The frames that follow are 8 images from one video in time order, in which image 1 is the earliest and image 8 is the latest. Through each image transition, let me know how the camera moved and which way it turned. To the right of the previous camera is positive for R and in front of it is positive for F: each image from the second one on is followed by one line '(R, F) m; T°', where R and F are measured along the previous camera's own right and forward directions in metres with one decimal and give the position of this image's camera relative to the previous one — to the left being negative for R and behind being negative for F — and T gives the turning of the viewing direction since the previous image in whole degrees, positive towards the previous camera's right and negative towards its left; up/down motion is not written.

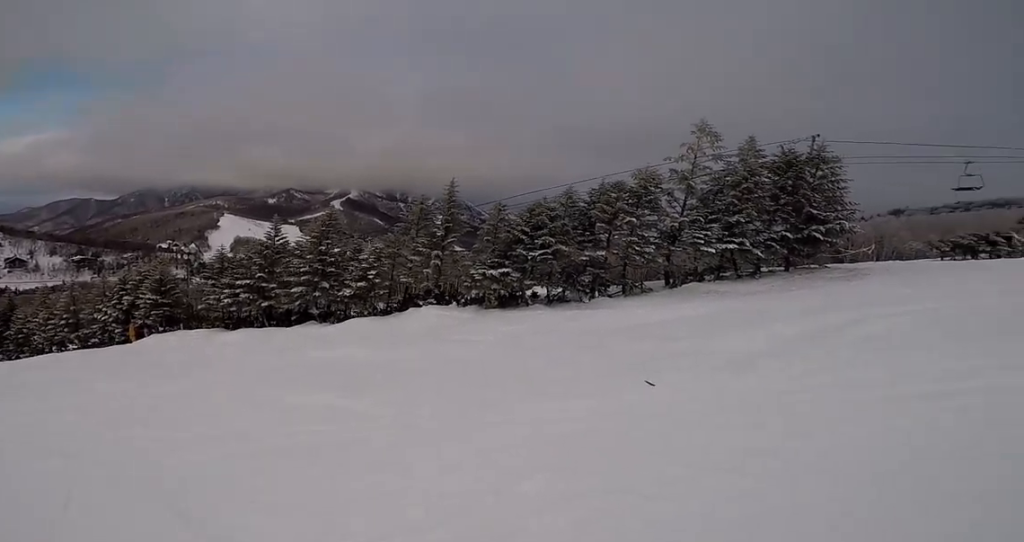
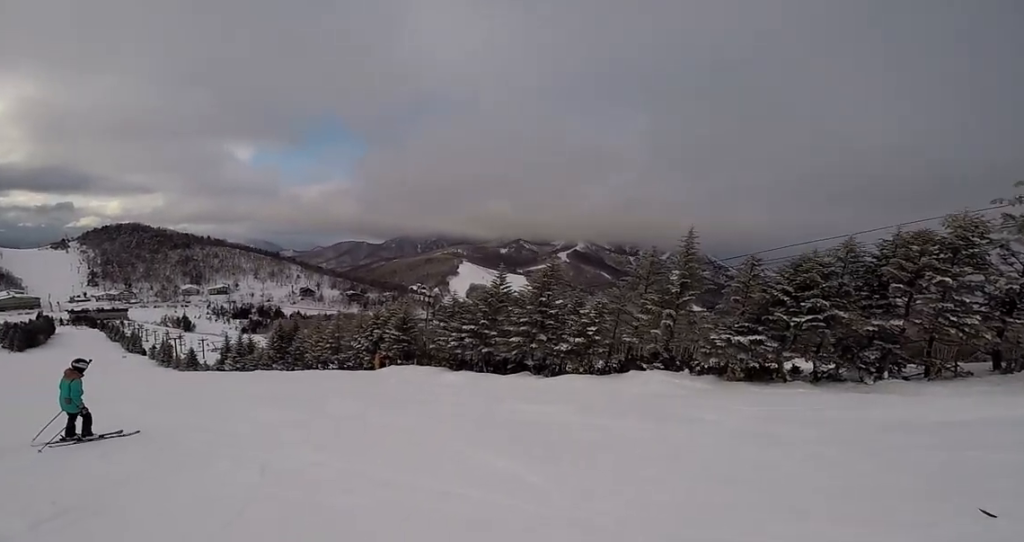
(-0.3, +1.8) m; -19°
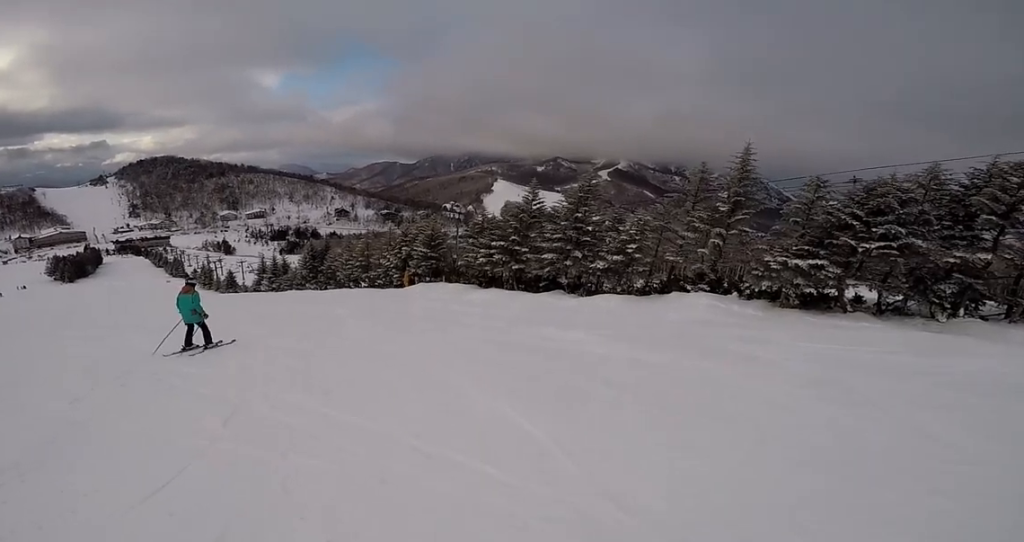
(-0.4, +2.1) m; -25°
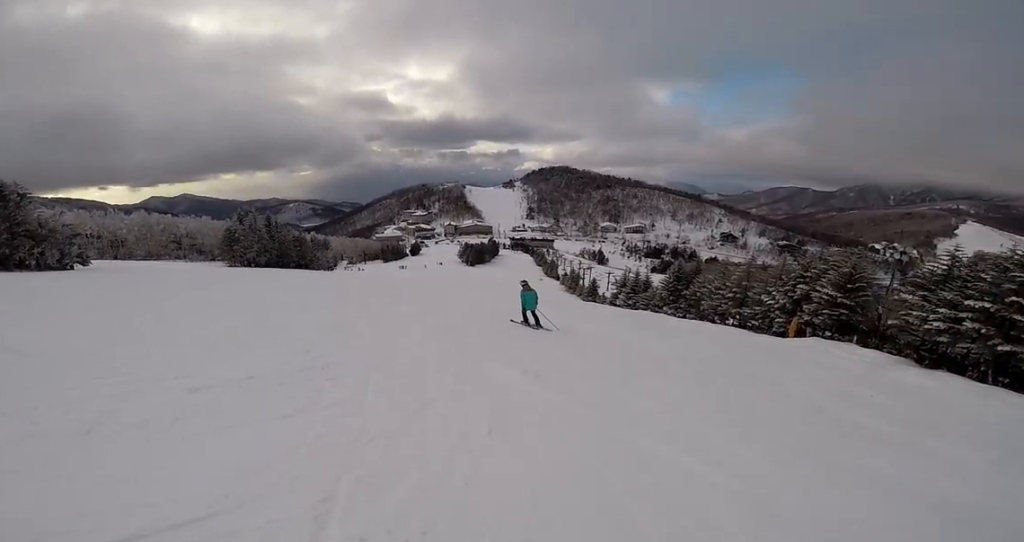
(-1.3, +3.6) m; -39°
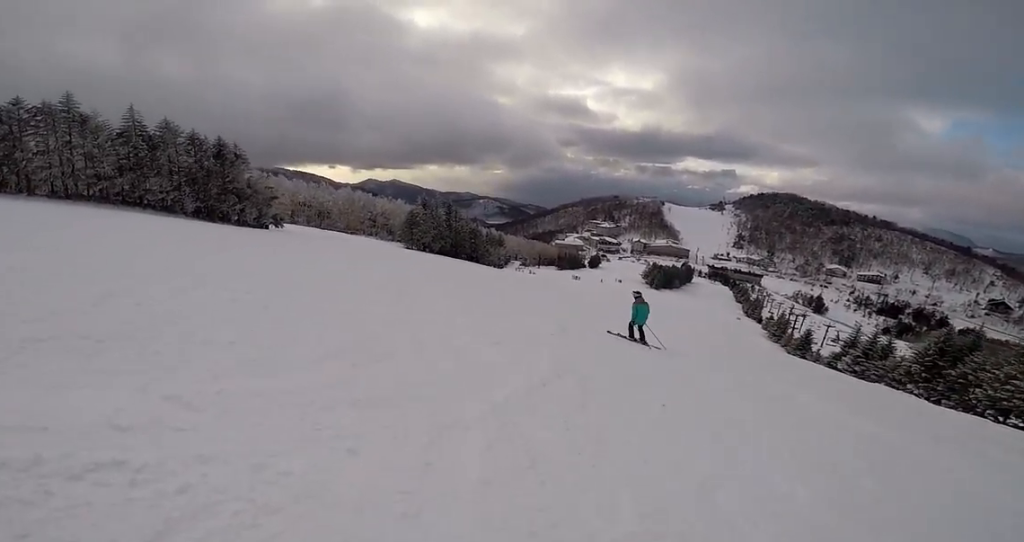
(-0.6, +3.4) m; -12°
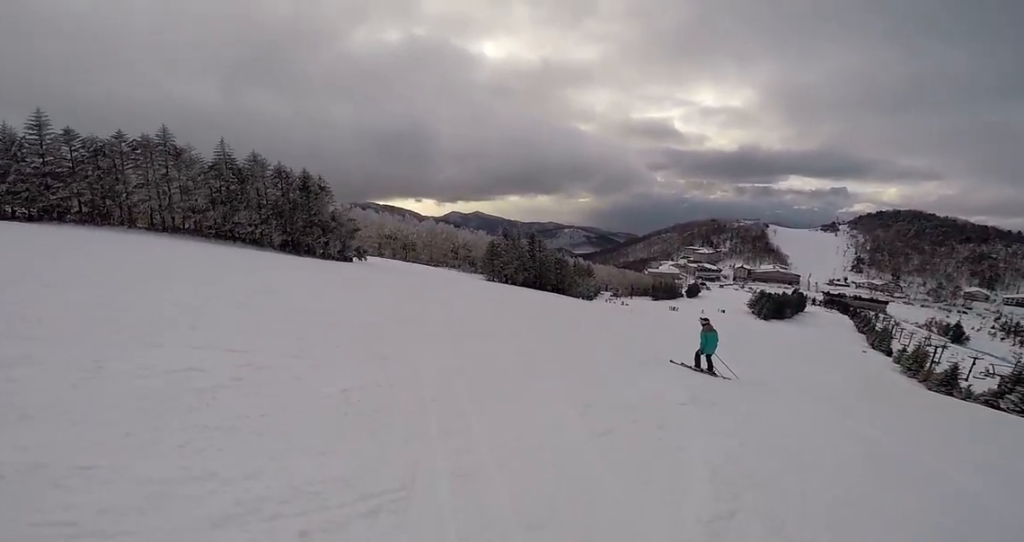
(0.0, +2.2) m; -5°
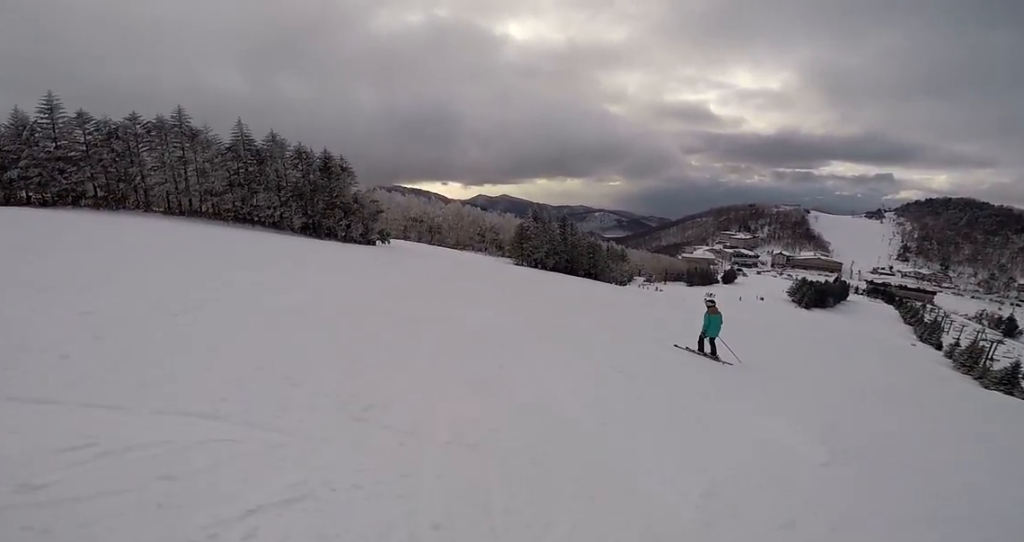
(-0.1, +2.3) m; -6°
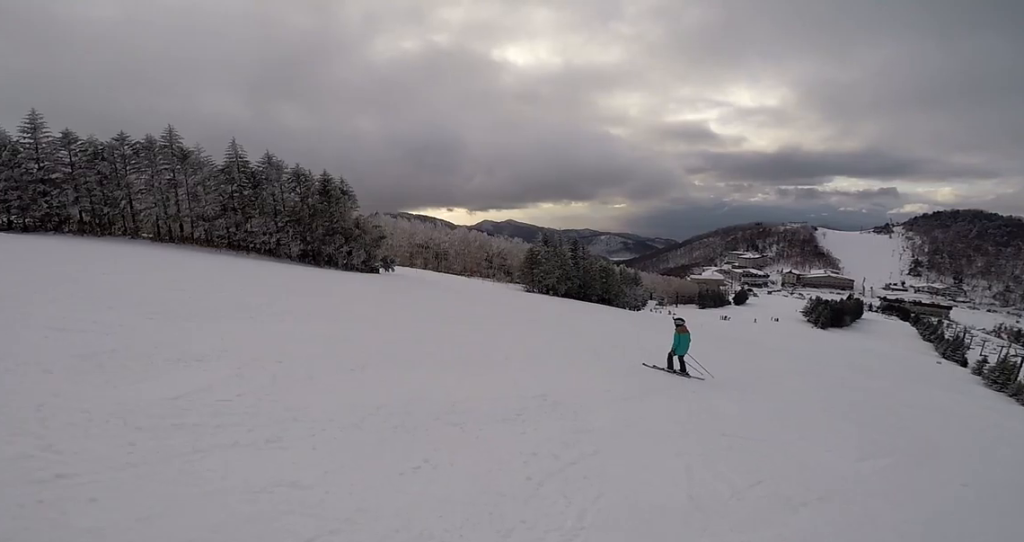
(-0.2, +3.2) m; -10°
